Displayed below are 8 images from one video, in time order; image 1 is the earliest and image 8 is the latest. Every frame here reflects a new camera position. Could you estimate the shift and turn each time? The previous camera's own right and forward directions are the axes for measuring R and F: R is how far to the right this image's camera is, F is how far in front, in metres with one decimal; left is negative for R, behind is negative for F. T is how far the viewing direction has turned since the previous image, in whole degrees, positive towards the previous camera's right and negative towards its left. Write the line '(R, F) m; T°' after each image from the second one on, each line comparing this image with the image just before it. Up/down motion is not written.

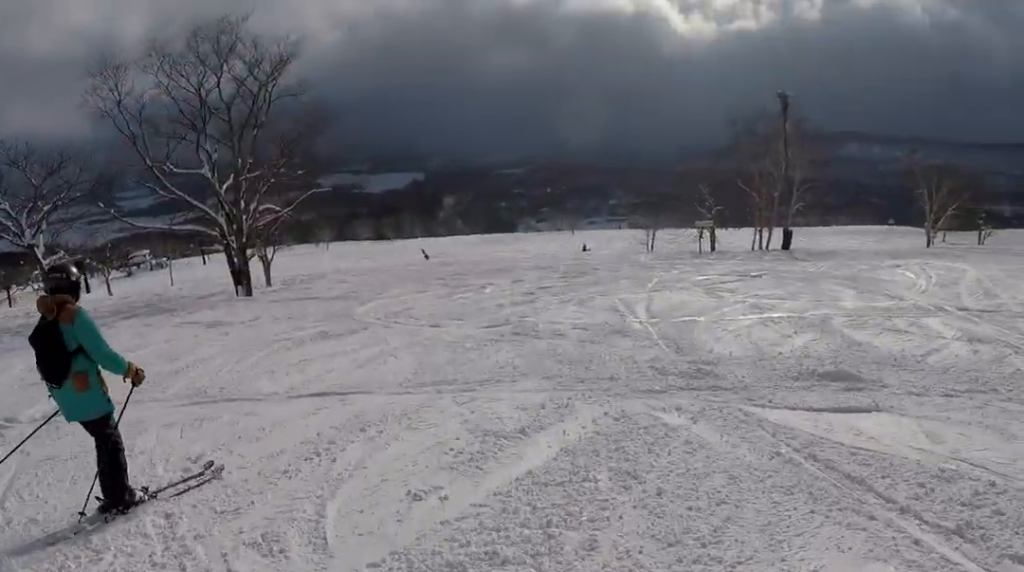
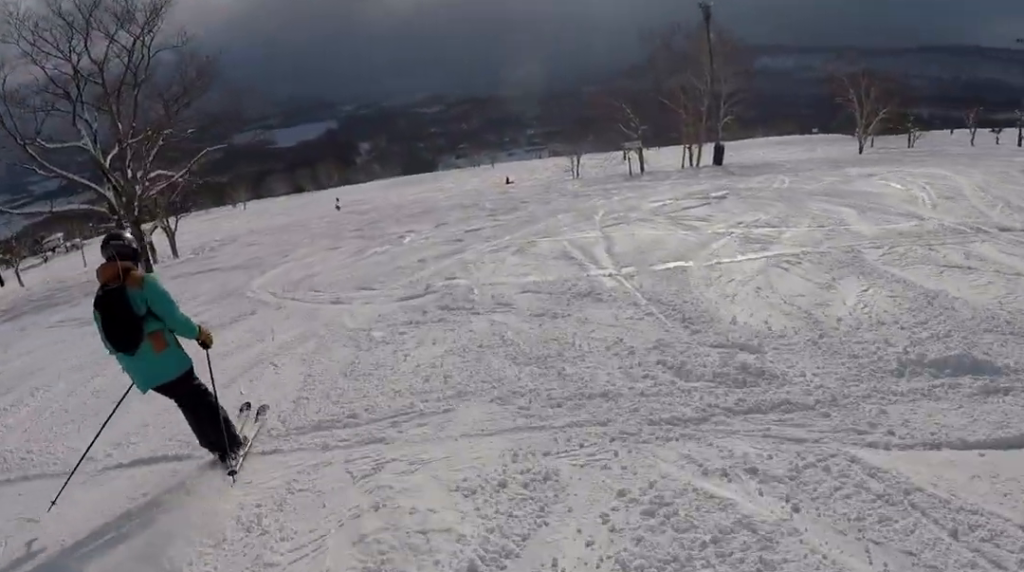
(0.0, +2.7) m; +9°
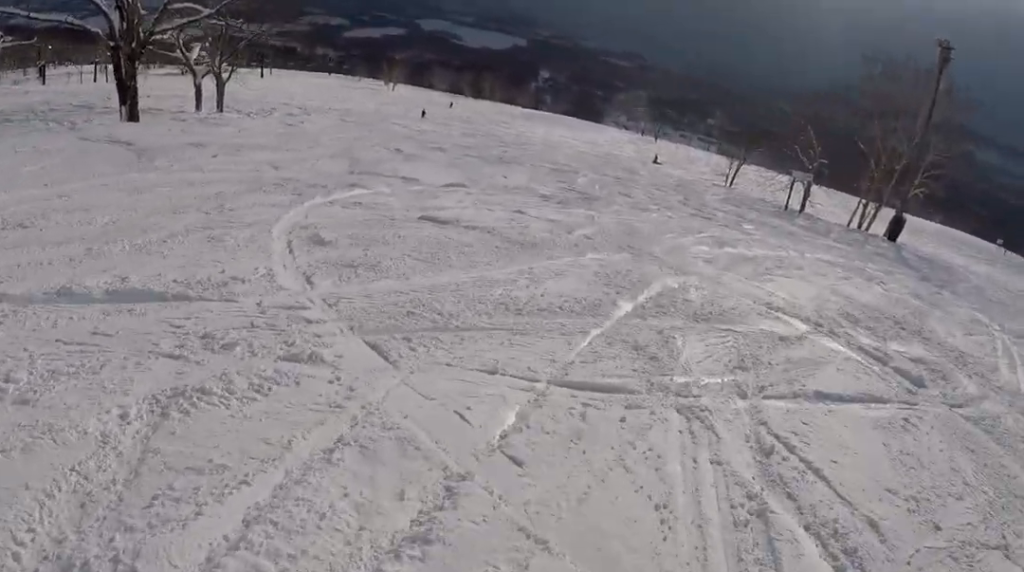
(+1.2, +8.6) m; -11°
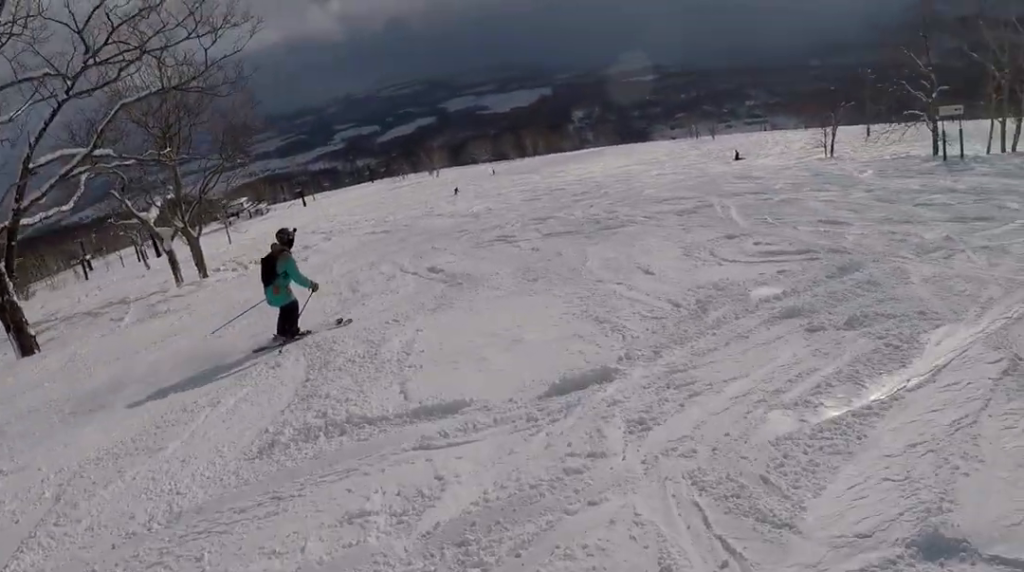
(-2.7, +10.1) m; -2°
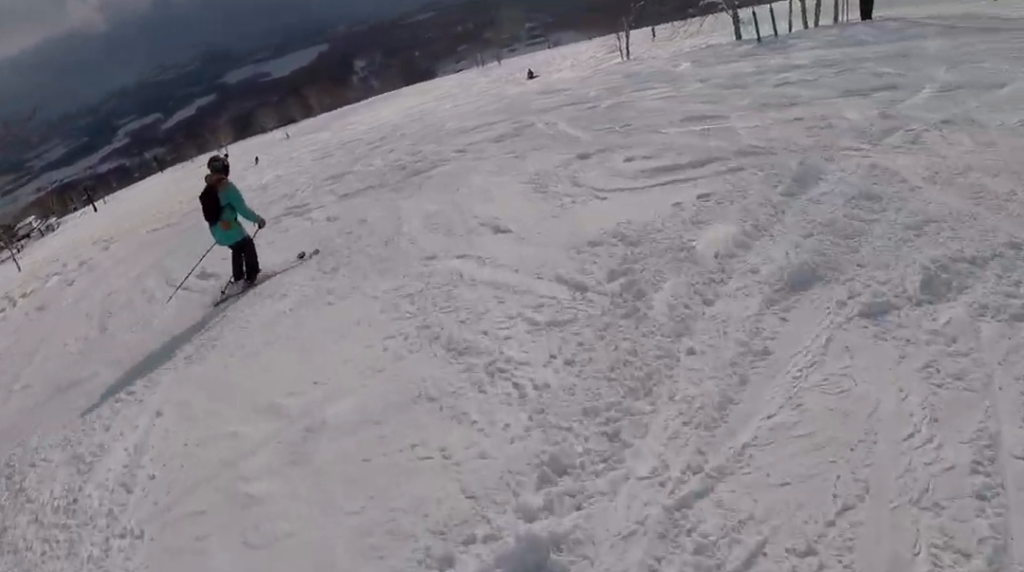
(+0.3, +3.2) m; +11°
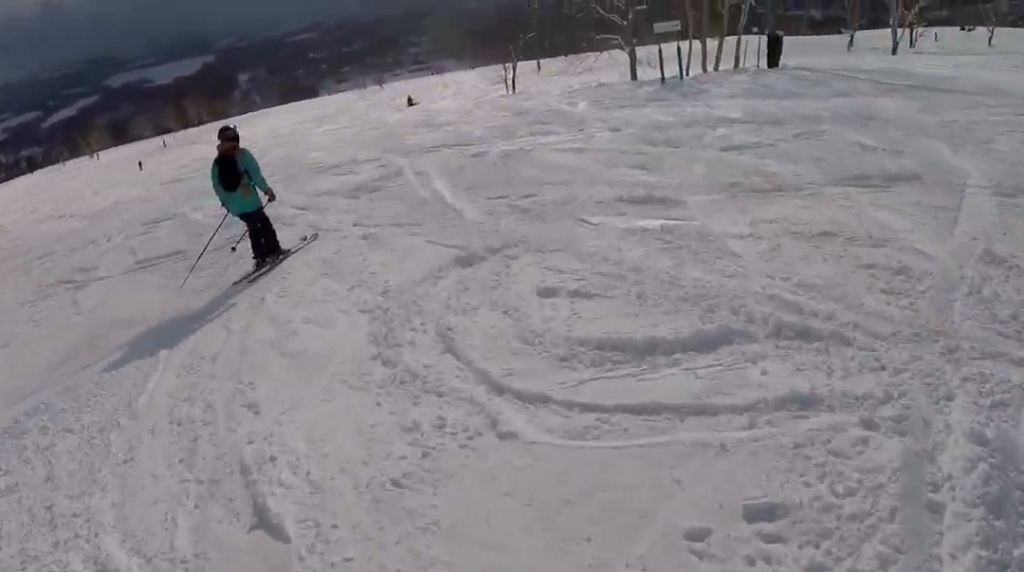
(+0.6, +4.0) m; -5°
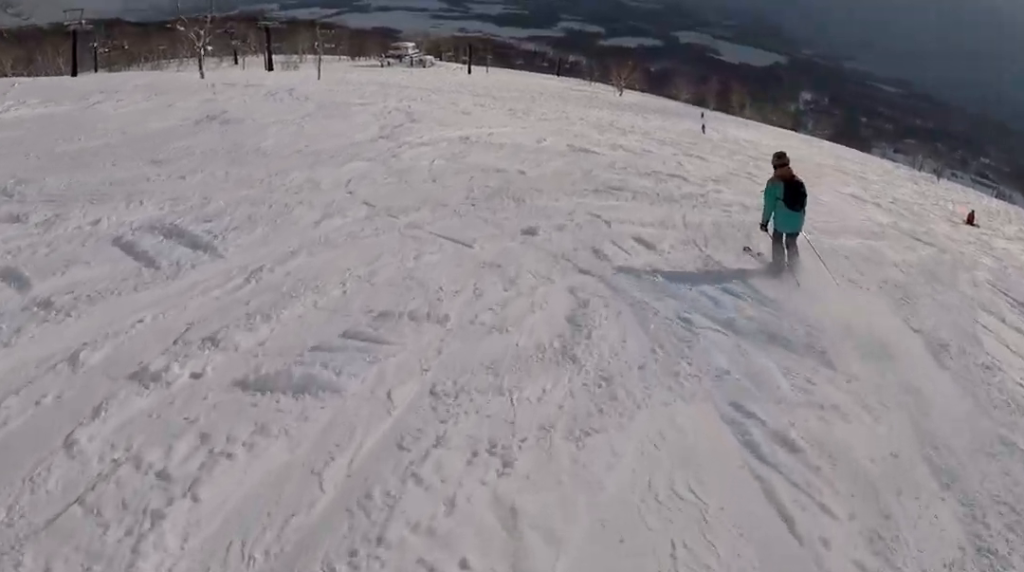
(-4.1, +11.2) m; -28°
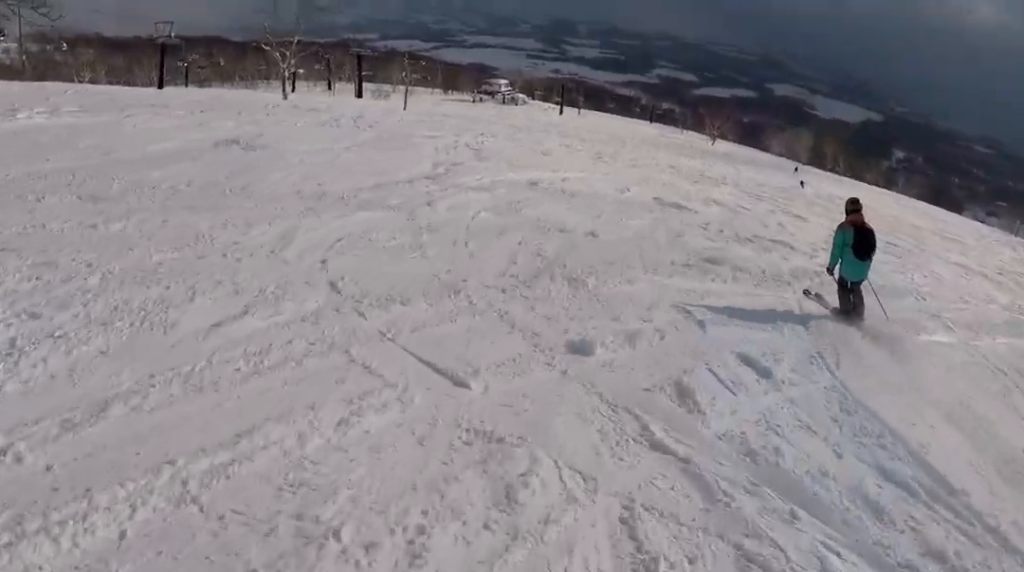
(-0.3, +2.7) m; +1°
